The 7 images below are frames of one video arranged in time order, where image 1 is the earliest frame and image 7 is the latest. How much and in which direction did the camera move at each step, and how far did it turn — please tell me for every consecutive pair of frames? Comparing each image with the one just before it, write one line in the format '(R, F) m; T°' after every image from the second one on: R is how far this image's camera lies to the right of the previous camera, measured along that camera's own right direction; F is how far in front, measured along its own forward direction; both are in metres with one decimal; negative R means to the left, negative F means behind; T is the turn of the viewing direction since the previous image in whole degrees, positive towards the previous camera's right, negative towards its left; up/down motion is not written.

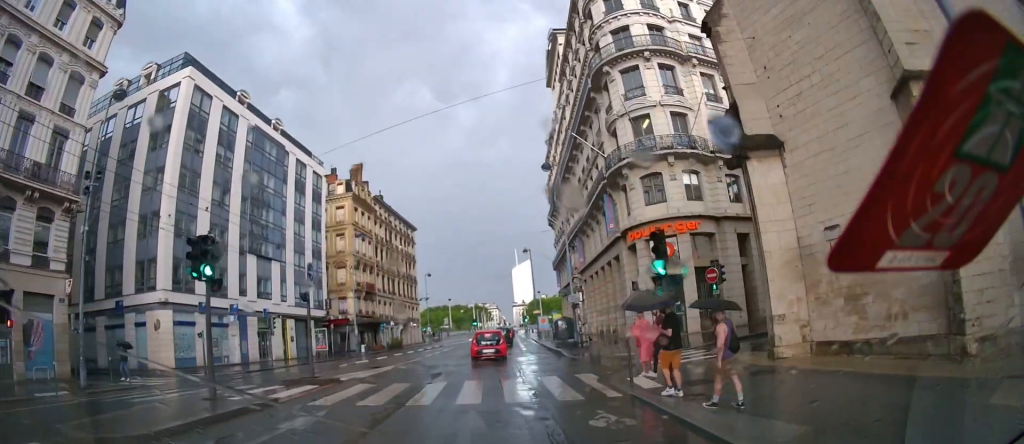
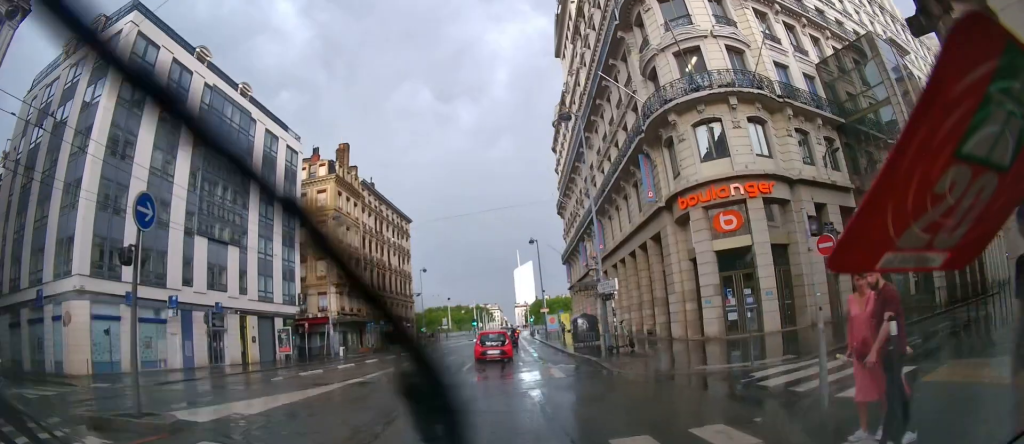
(-0.2, +7.9) m; +1°
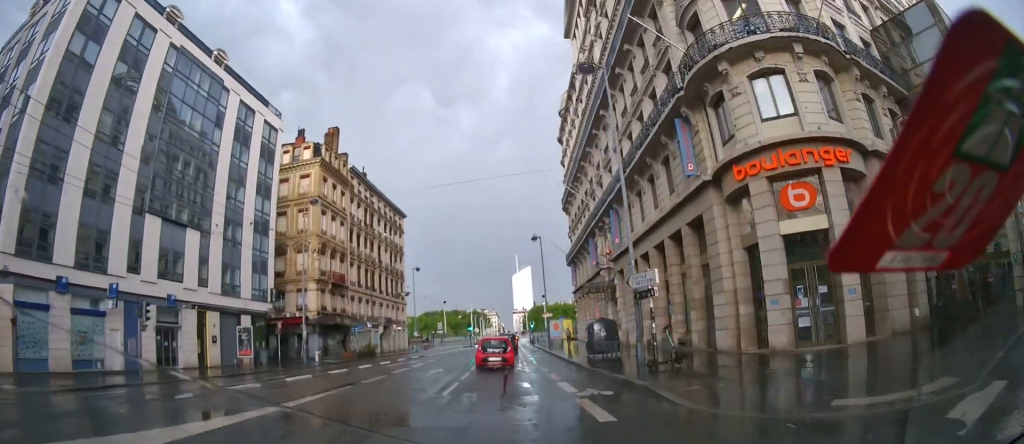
(+0.2, +5.2) m; +2°
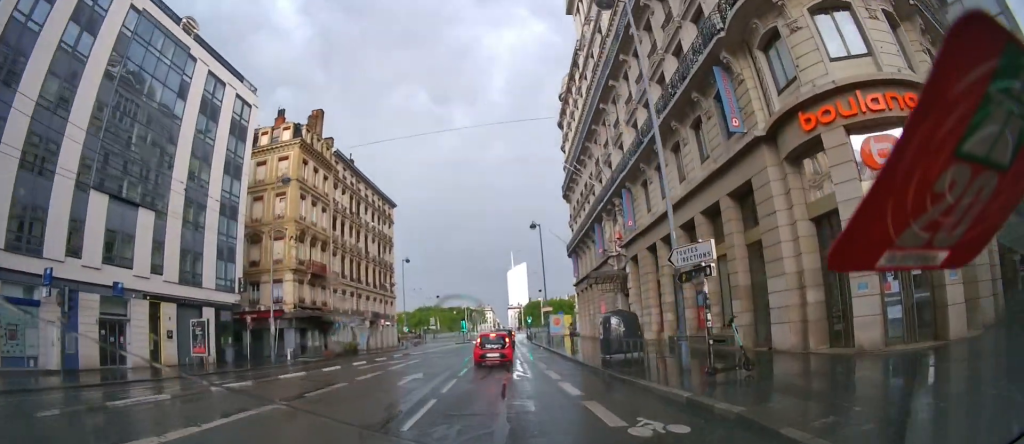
(+0.1, +4.8) m; +2°
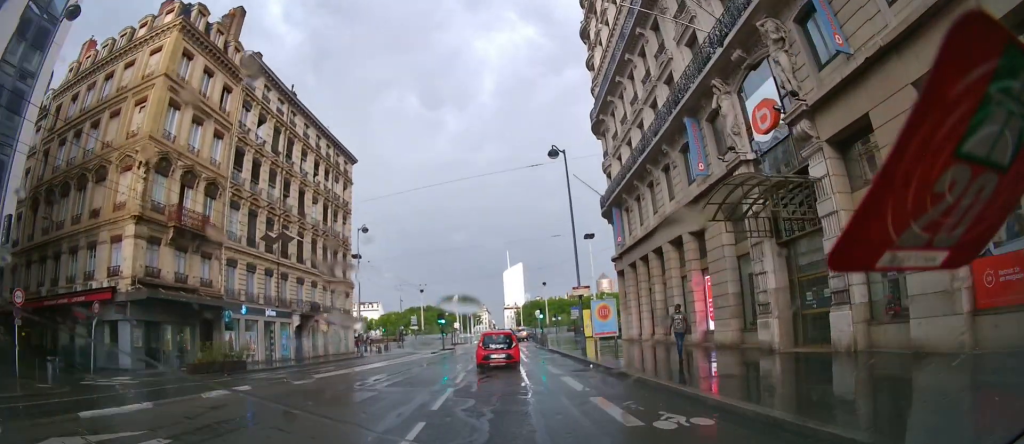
(+0.8, +20.4) m; +3°
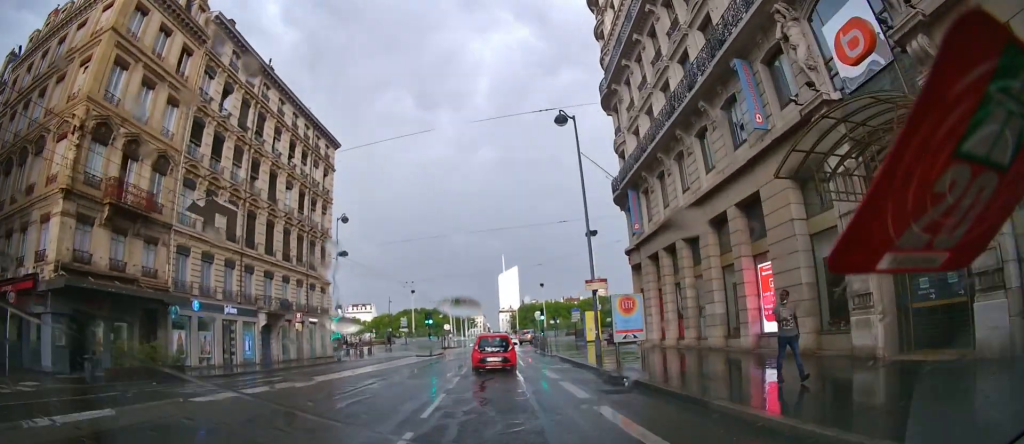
(0.0, +5.2) m; 0°
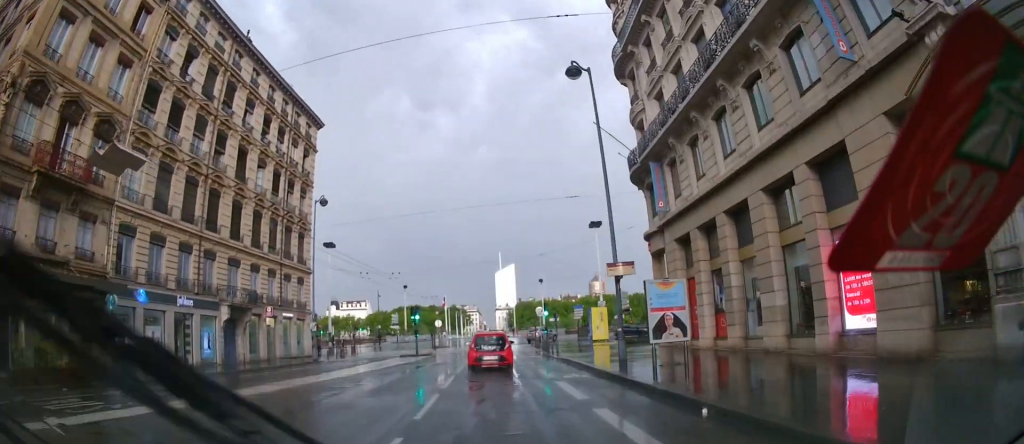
(-0.1, +4.8) m; -1°
